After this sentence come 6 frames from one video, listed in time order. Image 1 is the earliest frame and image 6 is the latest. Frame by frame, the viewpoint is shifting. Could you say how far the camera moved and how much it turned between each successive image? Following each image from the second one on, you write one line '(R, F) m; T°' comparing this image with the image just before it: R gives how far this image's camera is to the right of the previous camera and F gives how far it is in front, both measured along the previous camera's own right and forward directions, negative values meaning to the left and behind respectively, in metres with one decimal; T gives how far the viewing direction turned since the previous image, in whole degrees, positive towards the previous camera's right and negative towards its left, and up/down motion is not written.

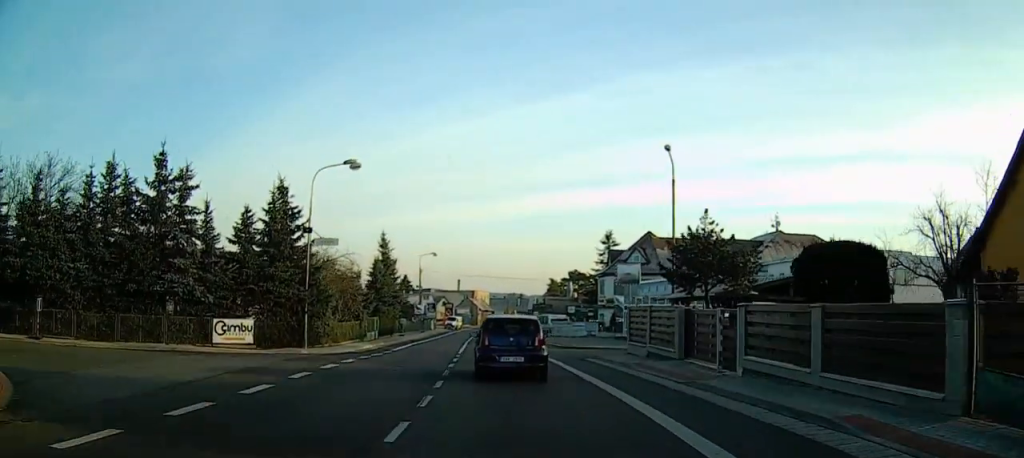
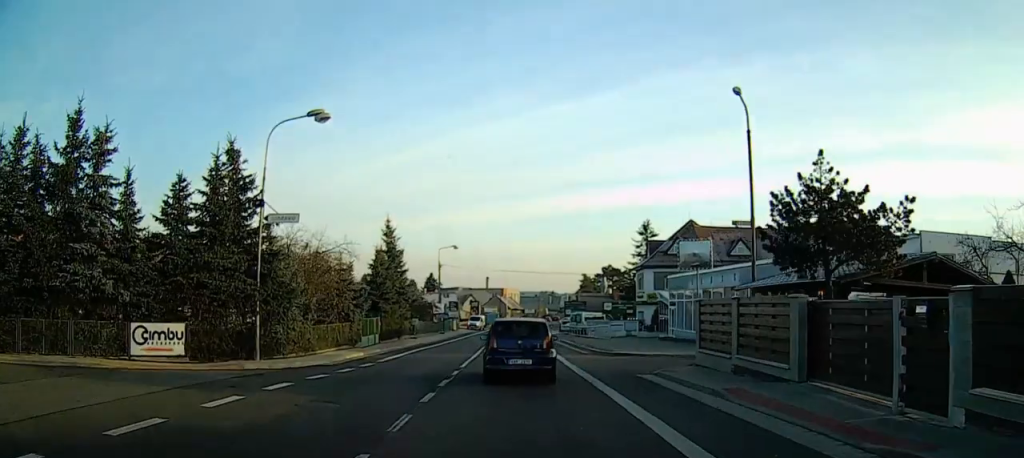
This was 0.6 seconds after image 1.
(-0.3, +8.1) m; 0°
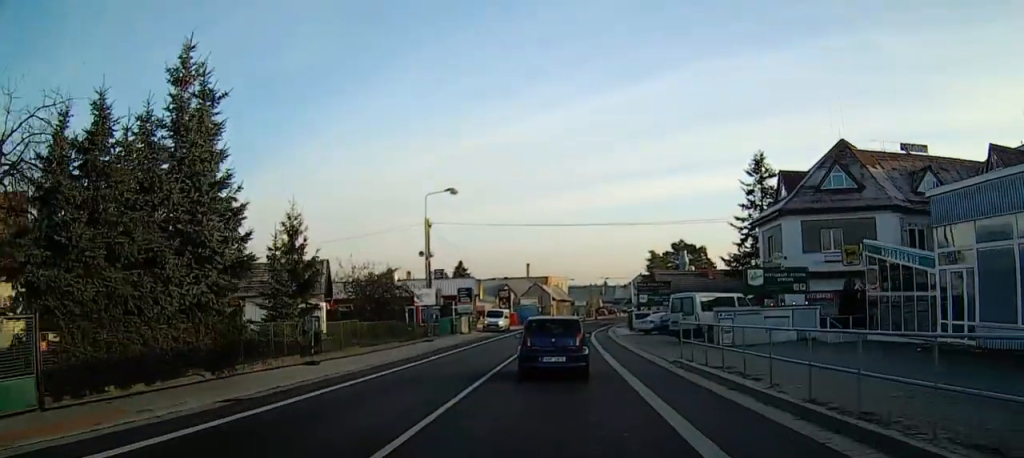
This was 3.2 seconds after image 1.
(-3.5, +32.4) m; -12°
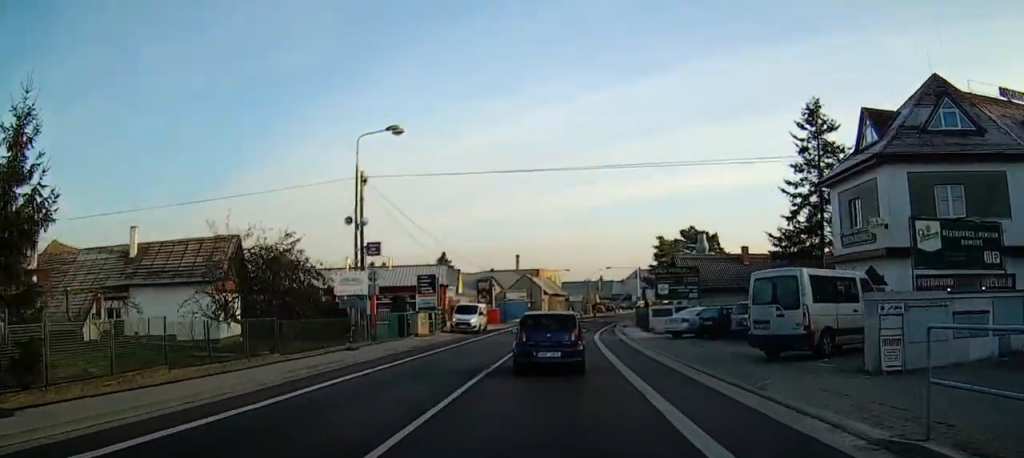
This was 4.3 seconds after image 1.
(+0.5, +14.1) m; +4°
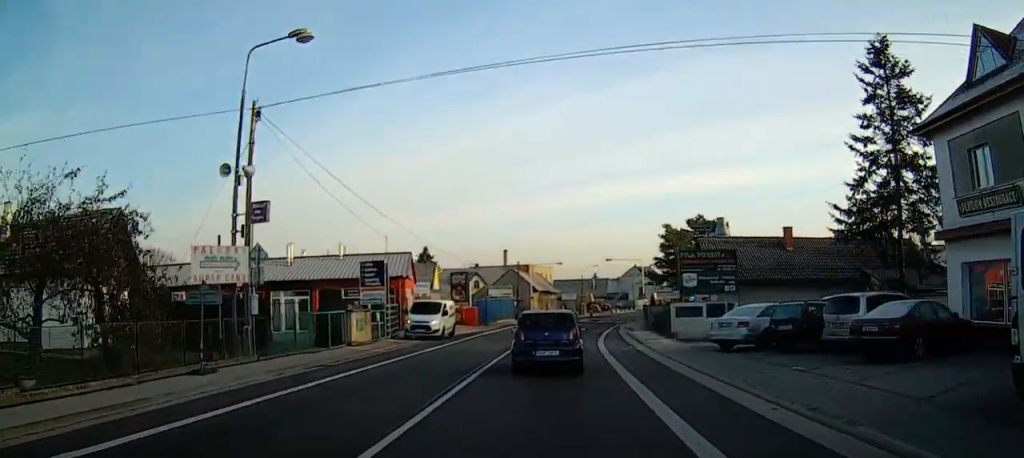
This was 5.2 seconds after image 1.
(+0.5, +11.4) m; 0°
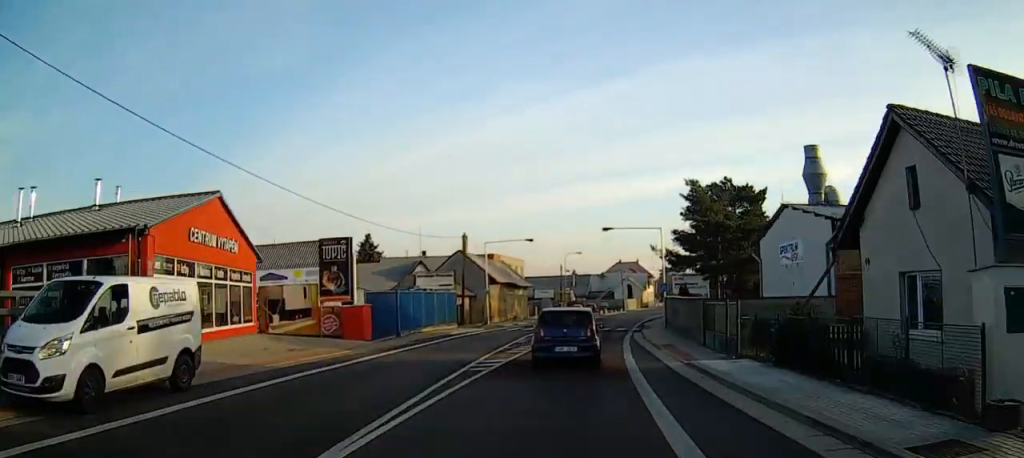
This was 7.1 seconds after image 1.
(+0.1, +24.7) m; 0°
